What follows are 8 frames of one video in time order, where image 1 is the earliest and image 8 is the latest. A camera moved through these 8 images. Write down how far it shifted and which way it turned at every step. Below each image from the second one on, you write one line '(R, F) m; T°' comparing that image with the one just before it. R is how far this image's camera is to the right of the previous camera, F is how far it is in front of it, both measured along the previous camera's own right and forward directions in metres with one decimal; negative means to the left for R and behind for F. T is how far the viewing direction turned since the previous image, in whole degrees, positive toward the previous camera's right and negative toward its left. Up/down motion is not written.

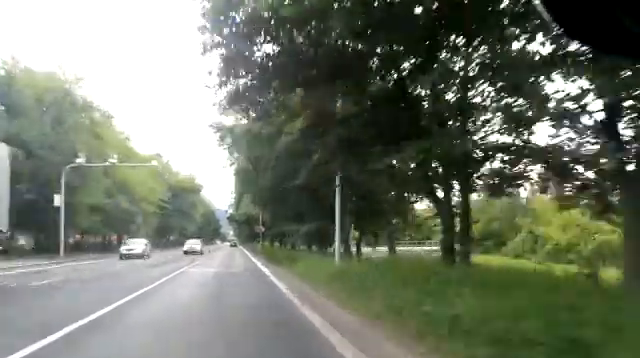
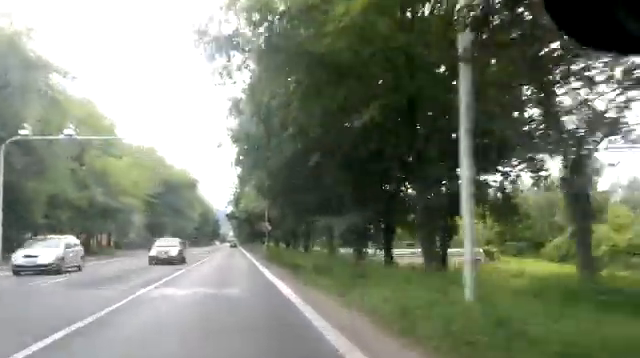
(0.0, +8.9) m; 0°
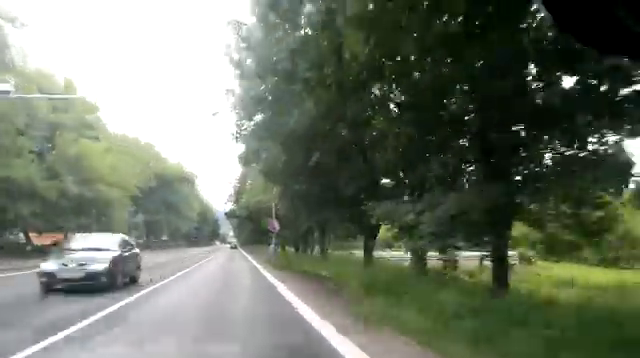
(0.0, +7.0) m; 0°
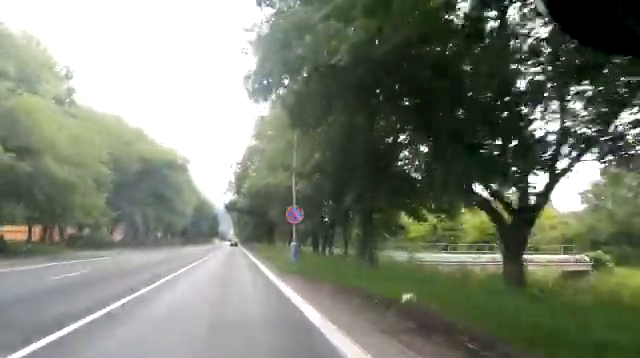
(0.0, +10.2) m; 0°
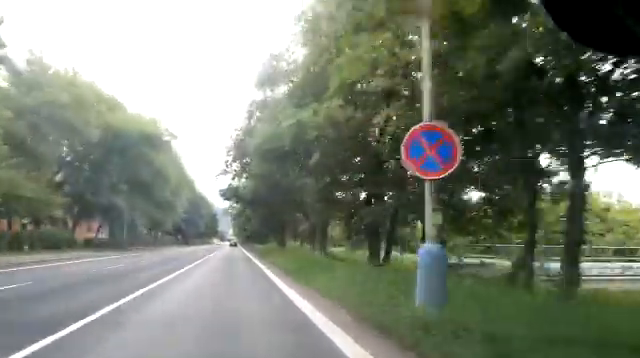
(0.0, +14.4) m; +1°
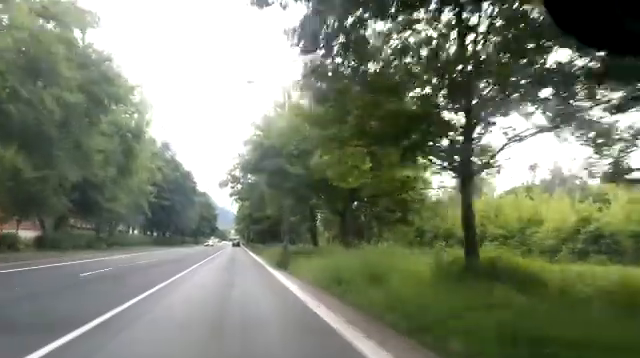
(-0.1, +37.4) m; -2°
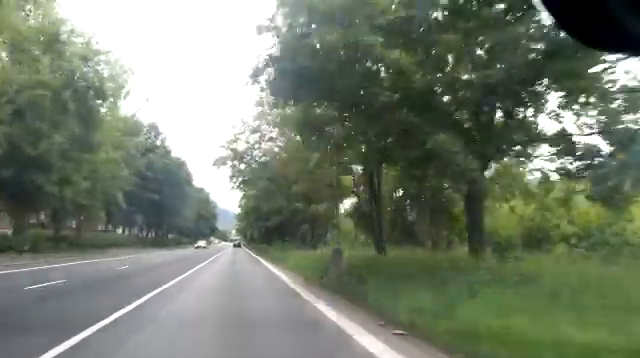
(-0.2, +13.2) m; 0°
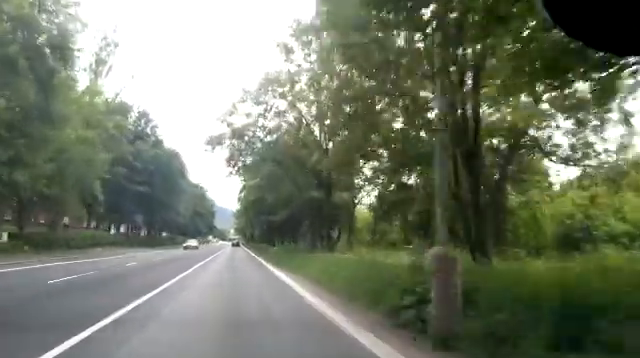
(+0.1, +7.1) m; 0°
